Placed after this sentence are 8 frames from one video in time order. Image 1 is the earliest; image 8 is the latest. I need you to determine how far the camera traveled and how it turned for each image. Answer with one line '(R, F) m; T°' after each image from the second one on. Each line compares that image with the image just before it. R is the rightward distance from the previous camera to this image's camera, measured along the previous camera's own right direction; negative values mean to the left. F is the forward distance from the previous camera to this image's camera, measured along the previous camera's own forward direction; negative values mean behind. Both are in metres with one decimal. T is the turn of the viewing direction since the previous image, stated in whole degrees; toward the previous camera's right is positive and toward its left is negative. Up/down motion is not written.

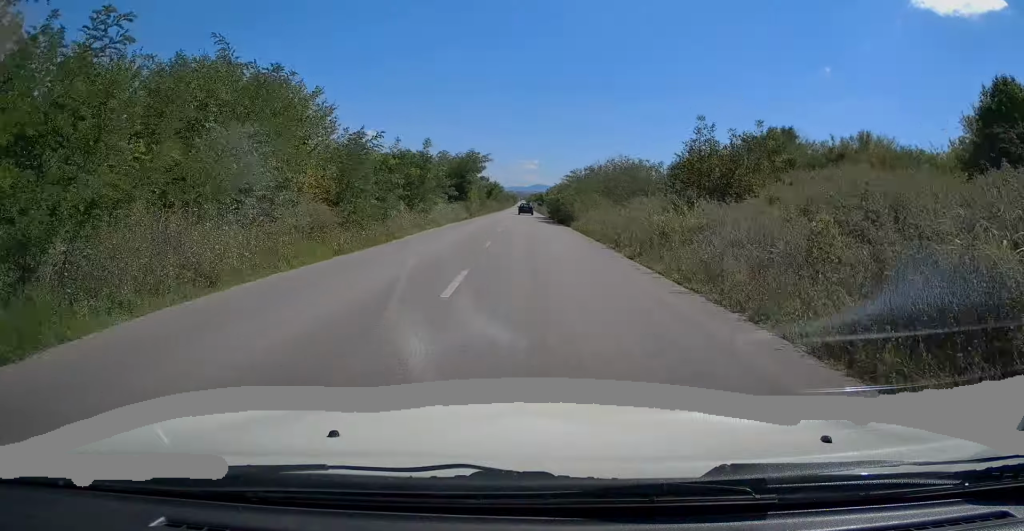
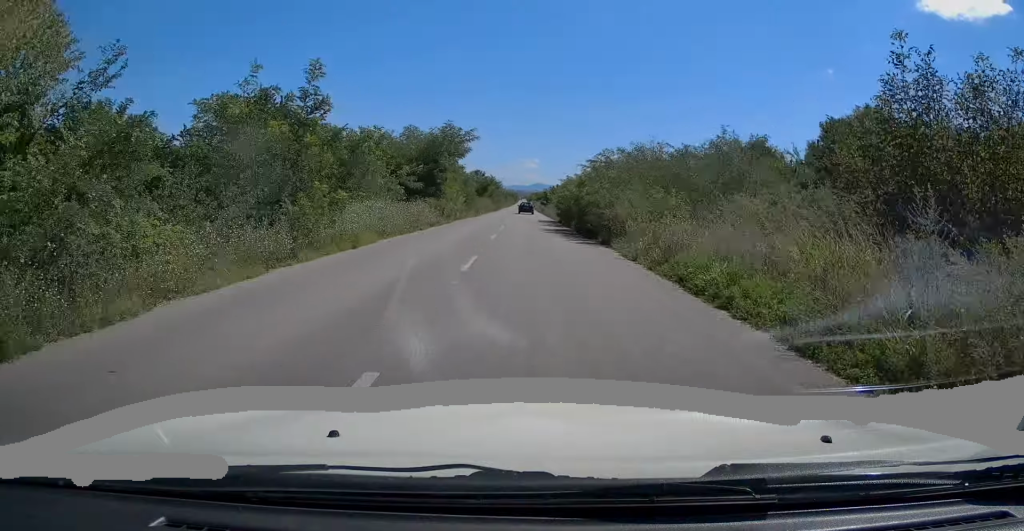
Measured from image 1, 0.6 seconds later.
(0.0, +15.0) m; 0°
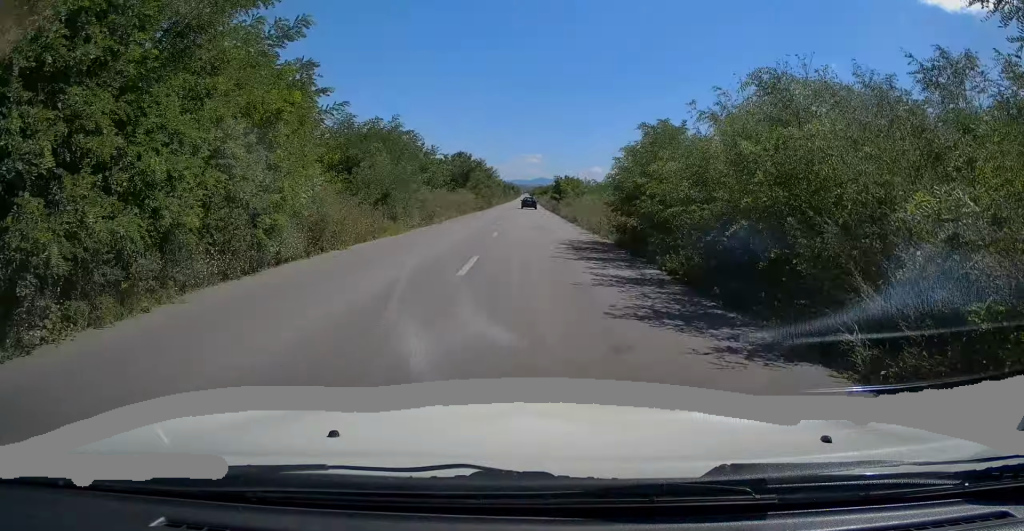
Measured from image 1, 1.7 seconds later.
(0.0, +27.4) m; 0°
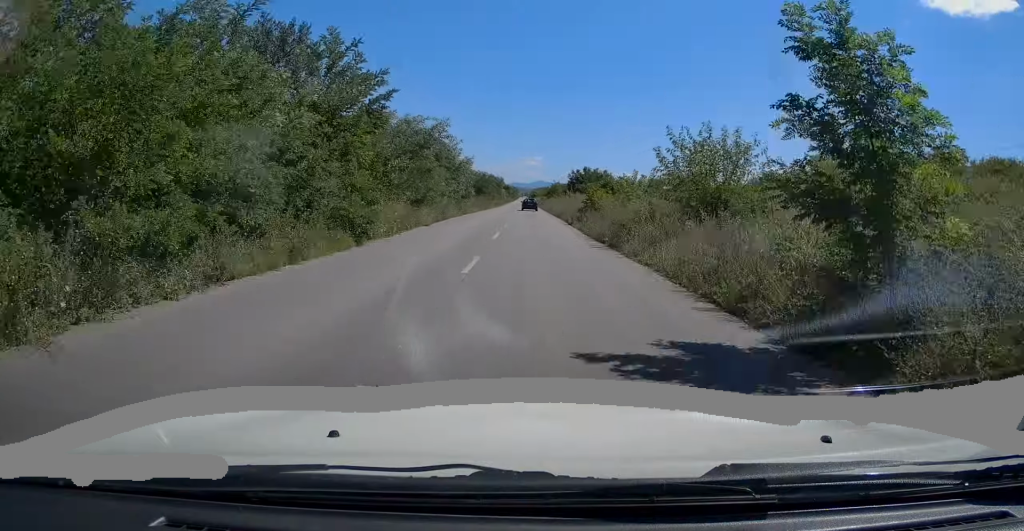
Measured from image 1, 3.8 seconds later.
(+0.1, +52.3) m; 0°
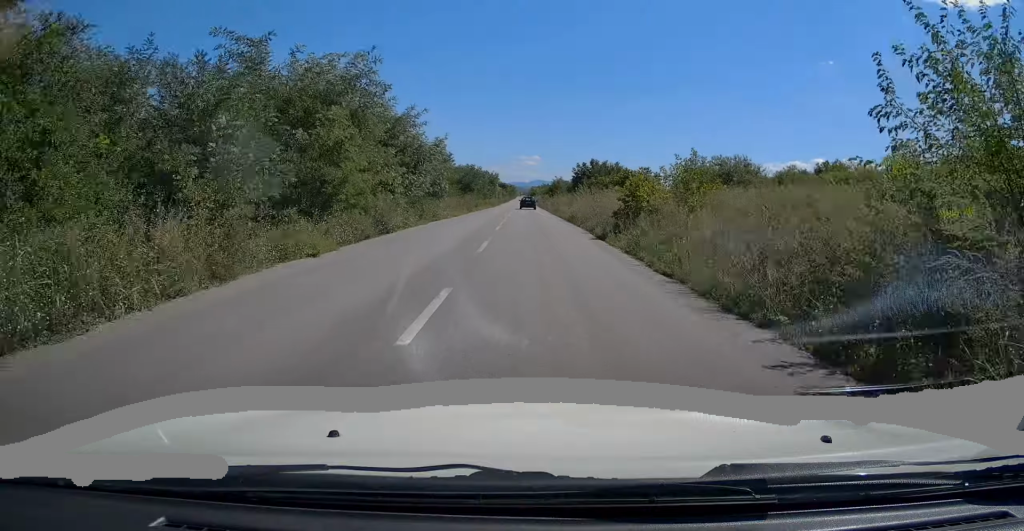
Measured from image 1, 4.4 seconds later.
(-0.1, +13.7) m; 0°
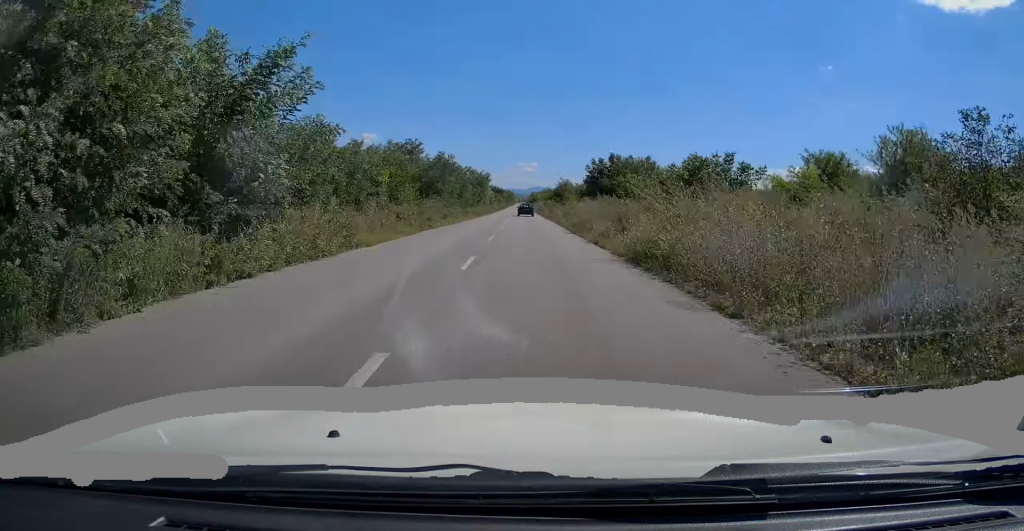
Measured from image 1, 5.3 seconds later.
(+0.1, +20.8) m; 0°
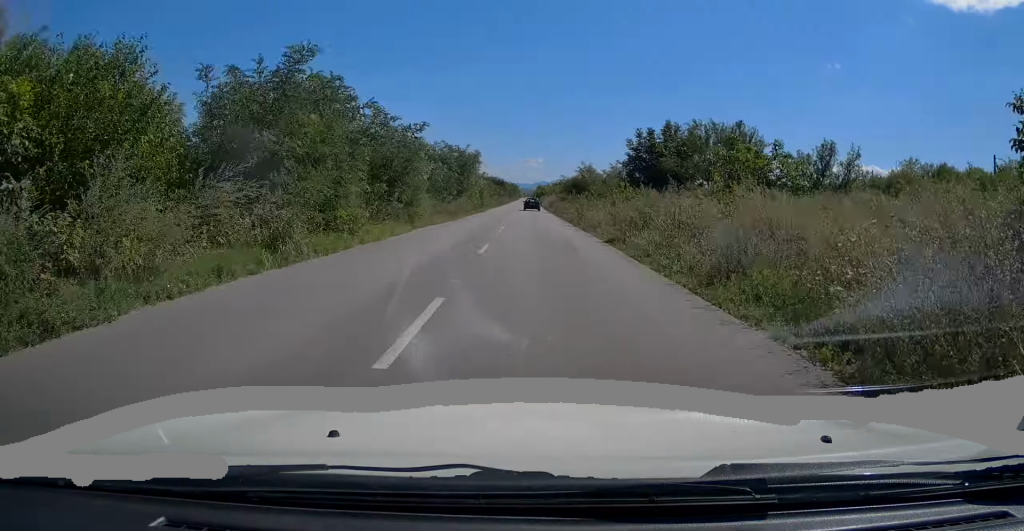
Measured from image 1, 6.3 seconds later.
(-0.1, +24.0) m; 0°
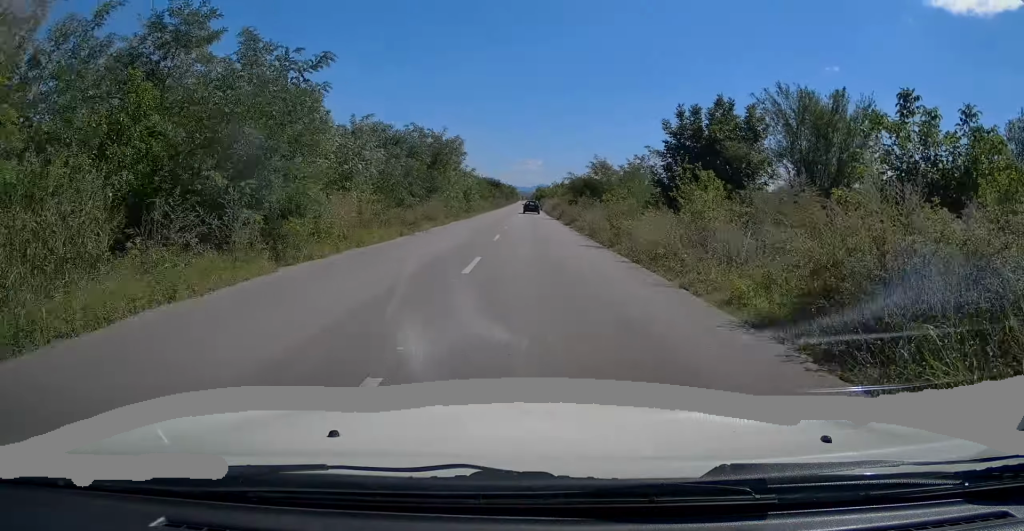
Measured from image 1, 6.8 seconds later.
(0.0, +12.0) m; 0°
